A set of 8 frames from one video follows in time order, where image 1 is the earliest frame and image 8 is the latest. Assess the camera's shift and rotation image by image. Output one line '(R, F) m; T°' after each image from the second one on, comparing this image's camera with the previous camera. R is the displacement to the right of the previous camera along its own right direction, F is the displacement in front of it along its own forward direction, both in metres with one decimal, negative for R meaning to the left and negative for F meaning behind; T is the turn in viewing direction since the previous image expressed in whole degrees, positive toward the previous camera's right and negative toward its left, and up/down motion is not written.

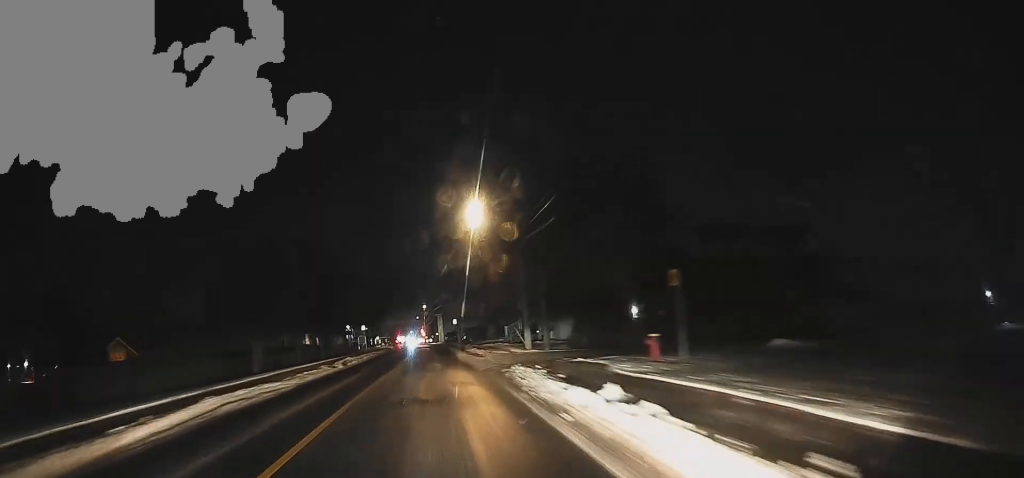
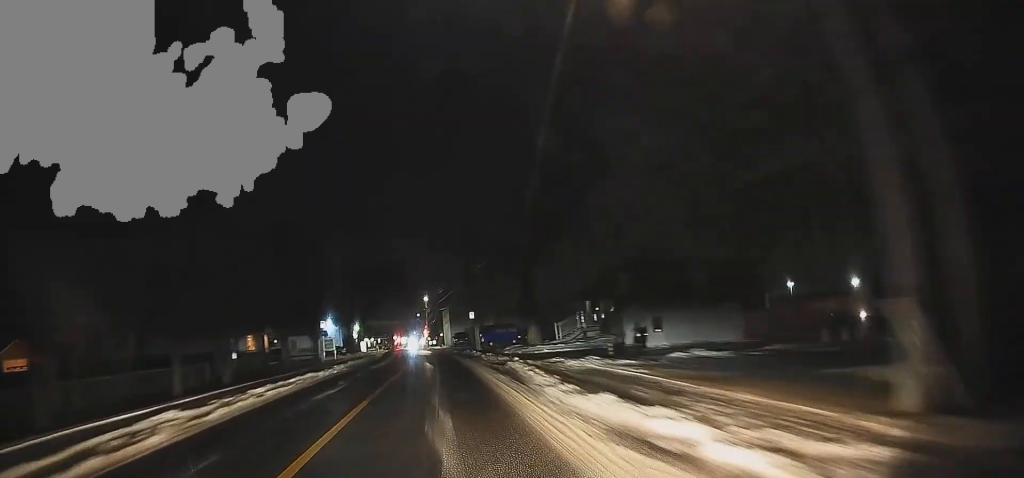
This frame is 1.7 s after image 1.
(+0.3, +25.9) m; 0°
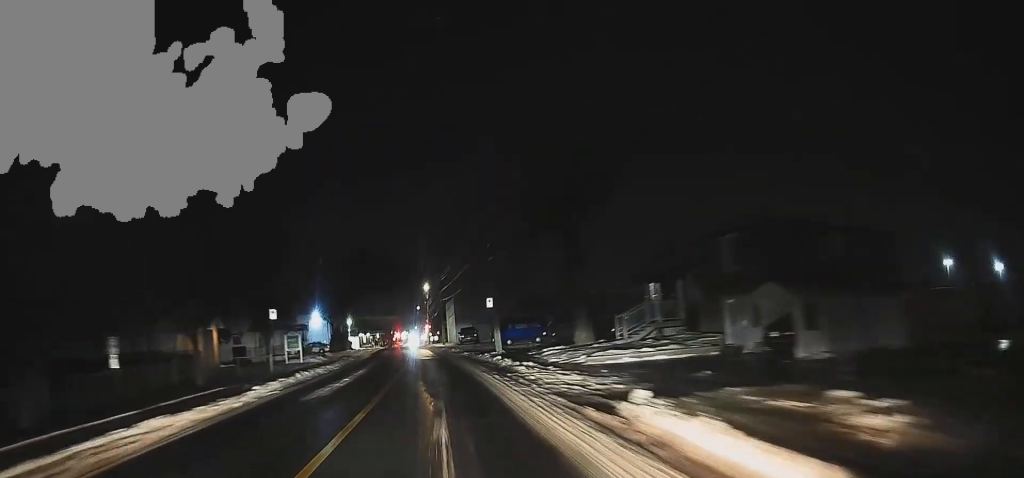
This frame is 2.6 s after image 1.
(-0.5, +13.0) m; -2°
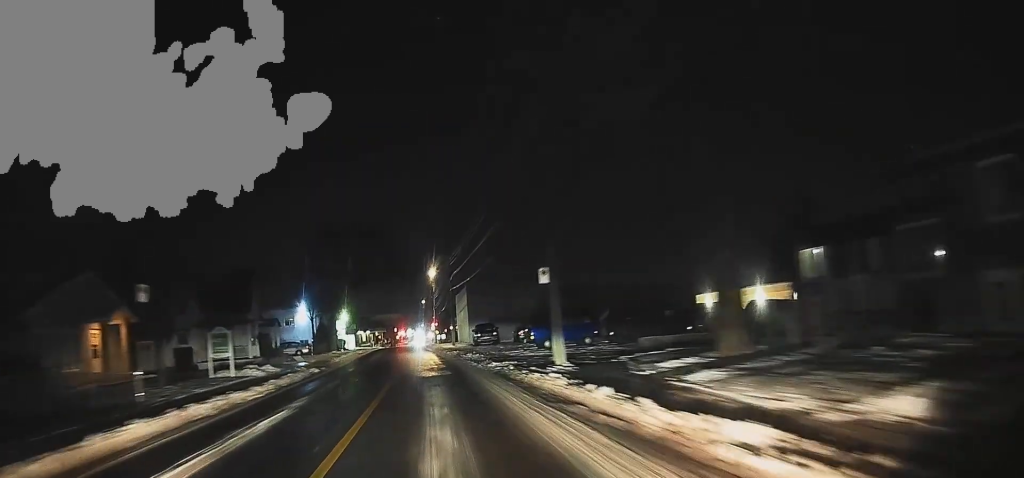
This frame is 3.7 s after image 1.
(0.0, +14.0) m; 0°
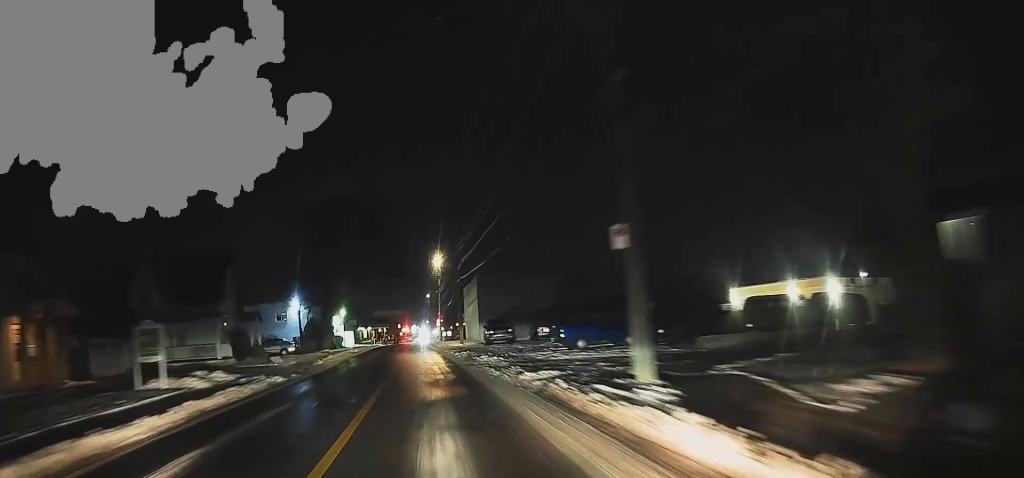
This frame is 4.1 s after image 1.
(0.0, +6.1) m; -1°
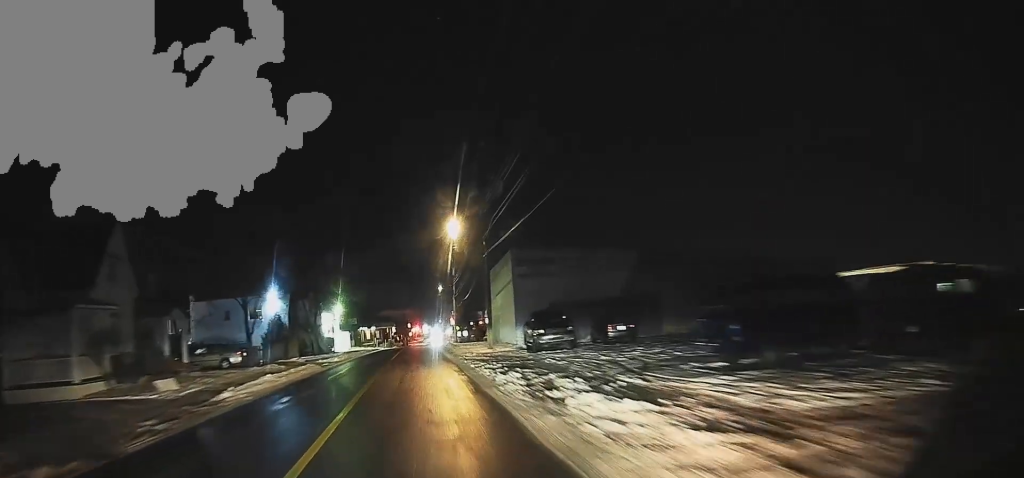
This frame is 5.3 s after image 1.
(-0.4, +15.5) m; -2°
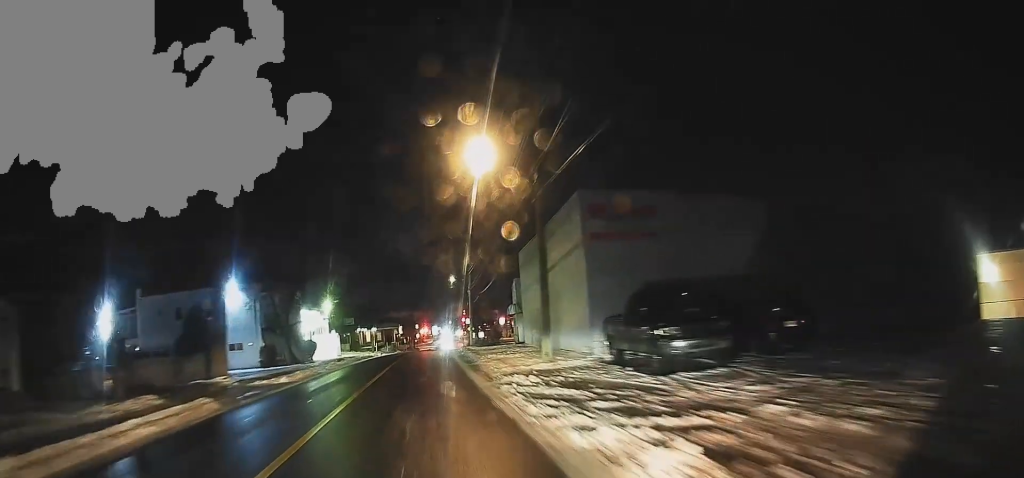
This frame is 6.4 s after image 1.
(0.0, +13.5) m; -1°
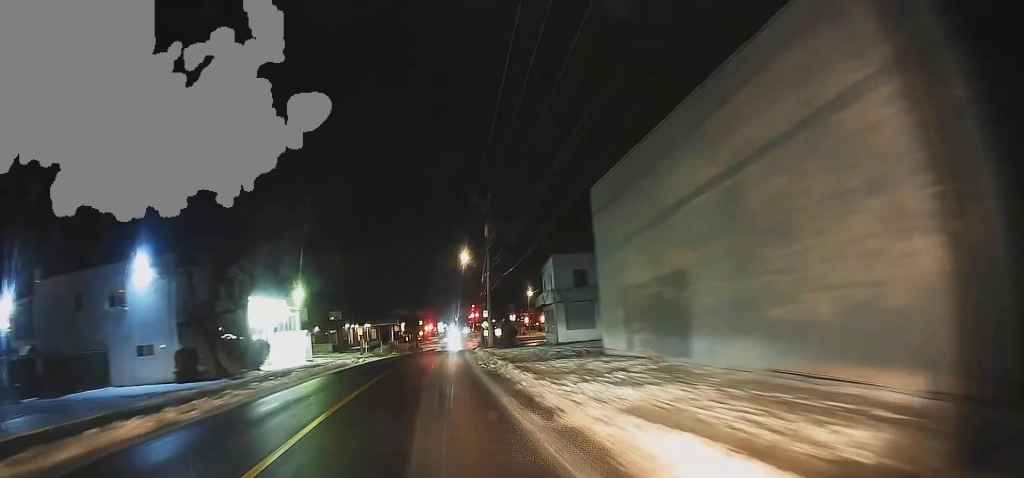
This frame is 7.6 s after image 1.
(-0.4, +15.3) m; -1°
